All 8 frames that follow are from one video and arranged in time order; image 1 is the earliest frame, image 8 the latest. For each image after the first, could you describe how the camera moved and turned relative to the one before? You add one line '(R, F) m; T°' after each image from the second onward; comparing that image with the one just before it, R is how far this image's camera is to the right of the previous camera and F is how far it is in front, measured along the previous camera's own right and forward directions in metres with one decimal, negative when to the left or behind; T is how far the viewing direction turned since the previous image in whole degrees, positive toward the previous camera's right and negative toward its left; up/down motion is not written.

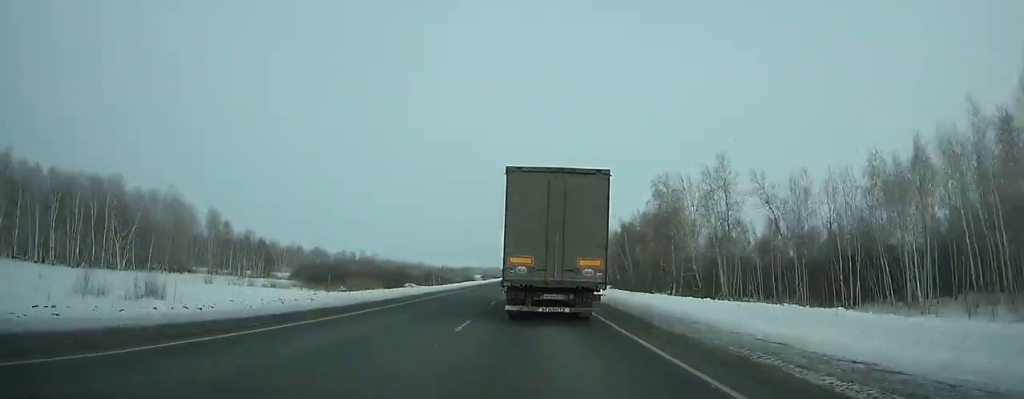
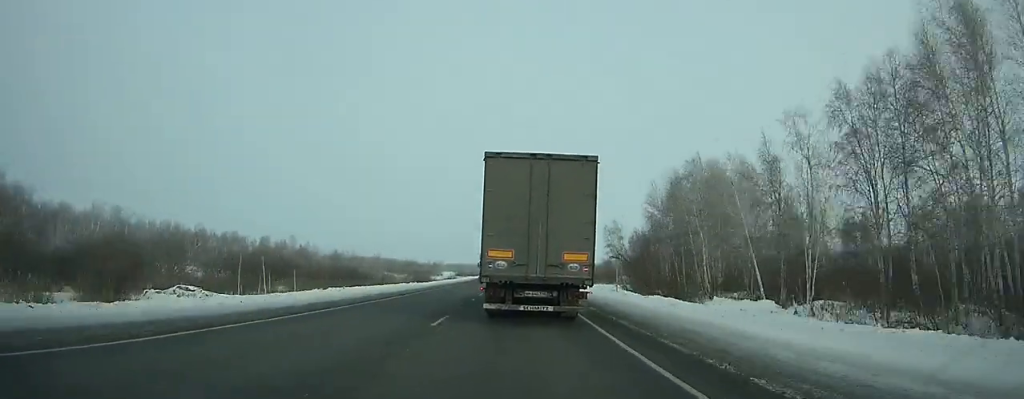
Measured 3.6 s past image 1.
(+0.3, +85.6) m; 0°
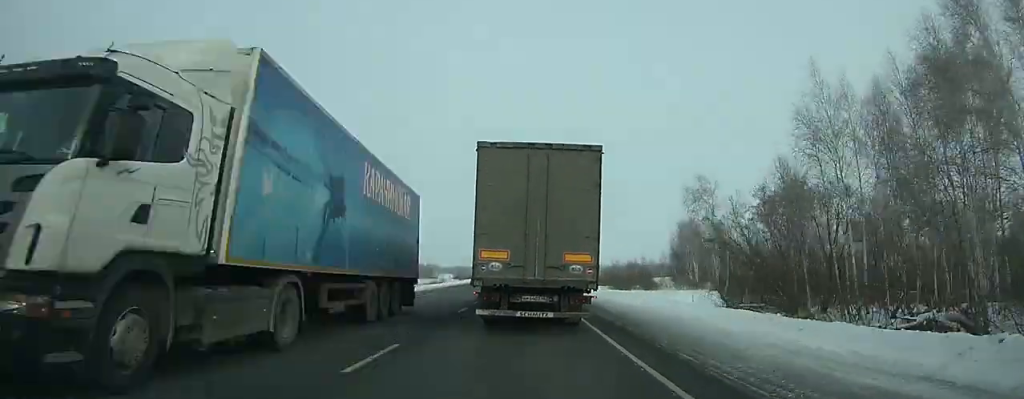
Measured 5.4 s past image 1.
(-0.3, +44.5) m; 0°
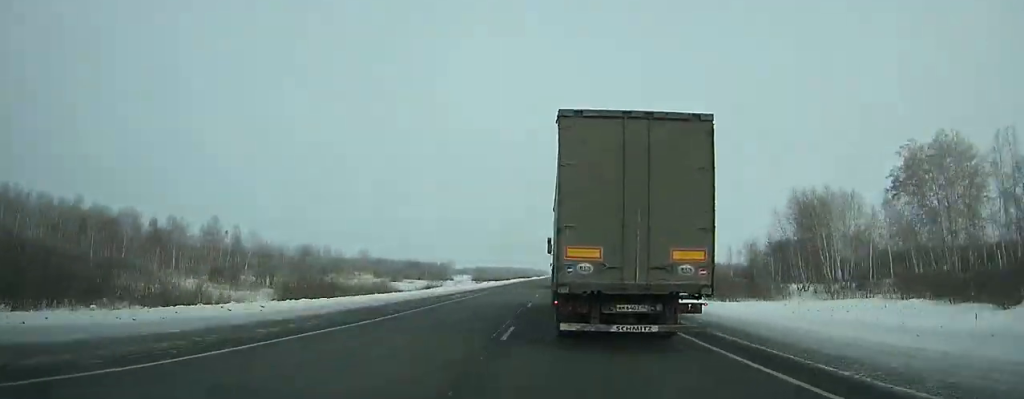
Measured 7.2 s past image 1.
(-0.6, +45.6) m; 0°
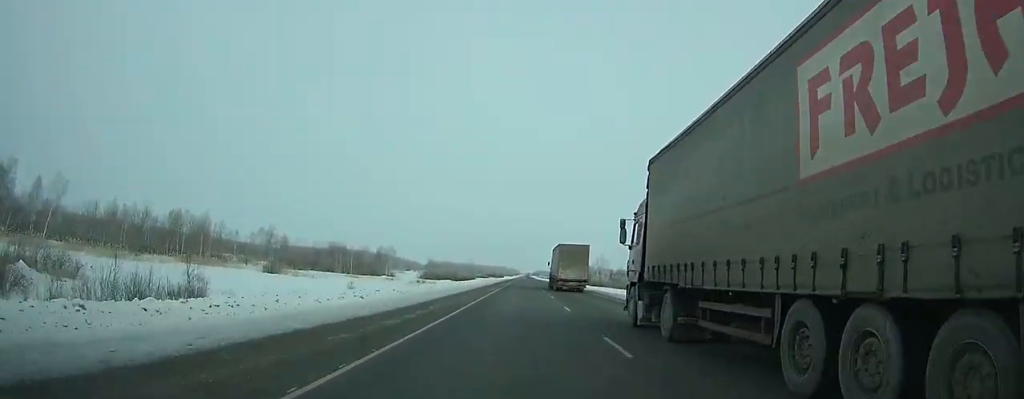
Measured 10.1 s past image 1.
(+0.3, +78.6) m; +1°
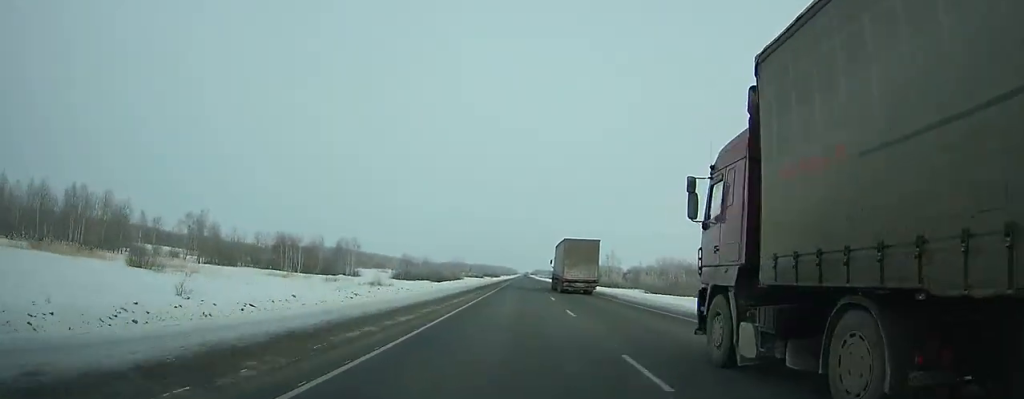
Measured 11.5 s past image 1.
(+0.2, +40.5) m; 0°
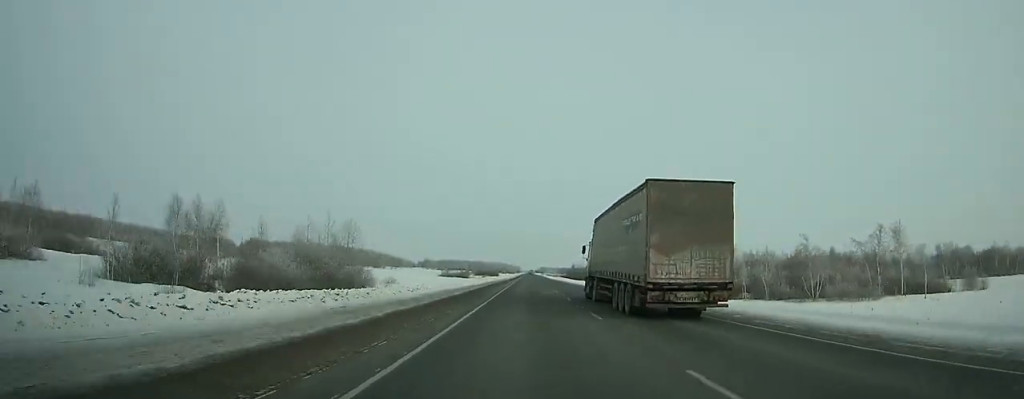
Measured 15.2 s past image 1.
(+0.4, +112.3) m; +1°
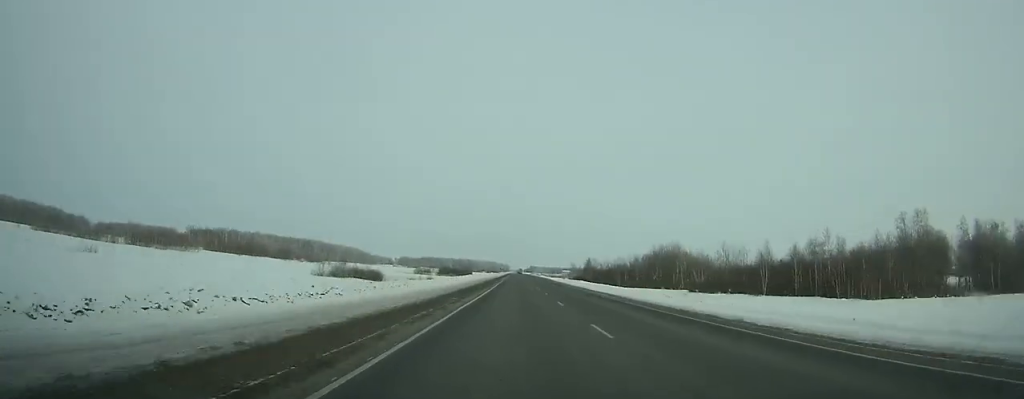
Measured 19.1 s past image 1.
(+0.9, +127.0) m; +1°
